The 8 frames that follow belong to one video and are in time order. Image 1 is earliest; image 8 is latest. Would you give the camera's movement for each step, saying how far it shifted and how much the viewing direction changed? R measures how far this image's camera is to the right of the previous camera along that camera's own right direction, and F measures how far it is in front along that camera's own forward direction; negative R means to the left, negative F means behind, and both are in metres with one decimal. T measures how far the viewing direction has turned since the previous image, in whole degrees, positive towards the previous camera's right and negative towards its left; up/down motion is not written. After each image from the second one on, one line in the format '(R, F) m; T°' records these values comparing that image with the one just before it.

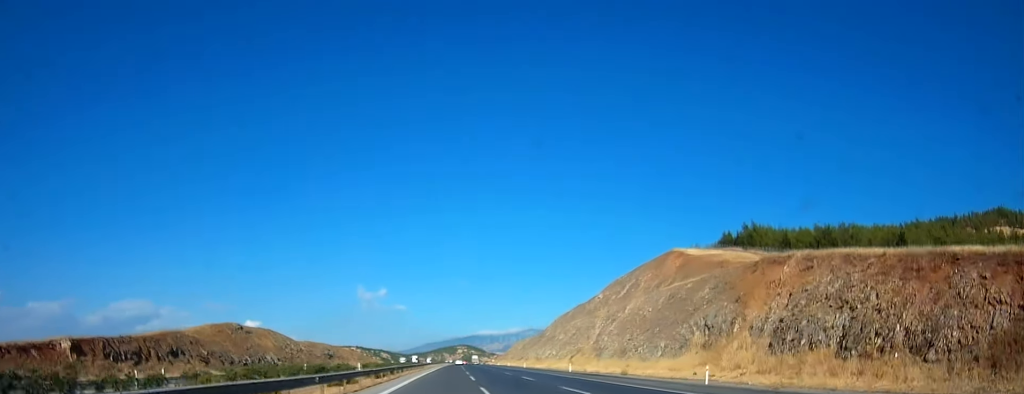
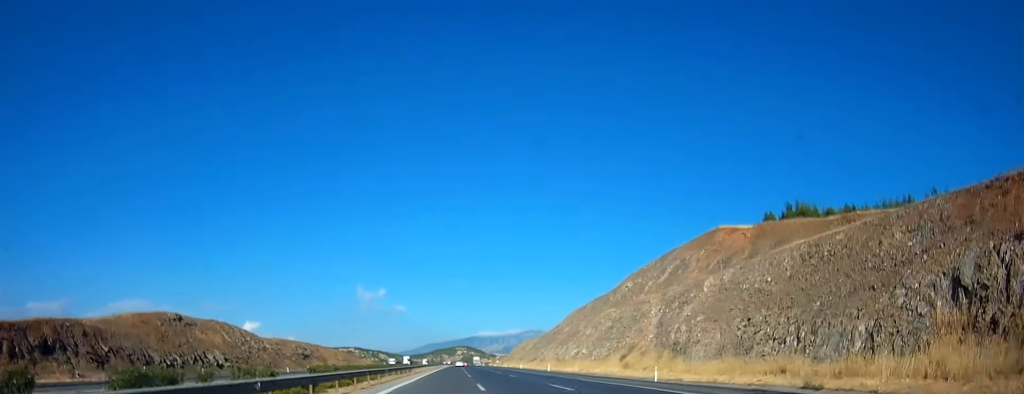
(+0.1, +29.4) m; 0°
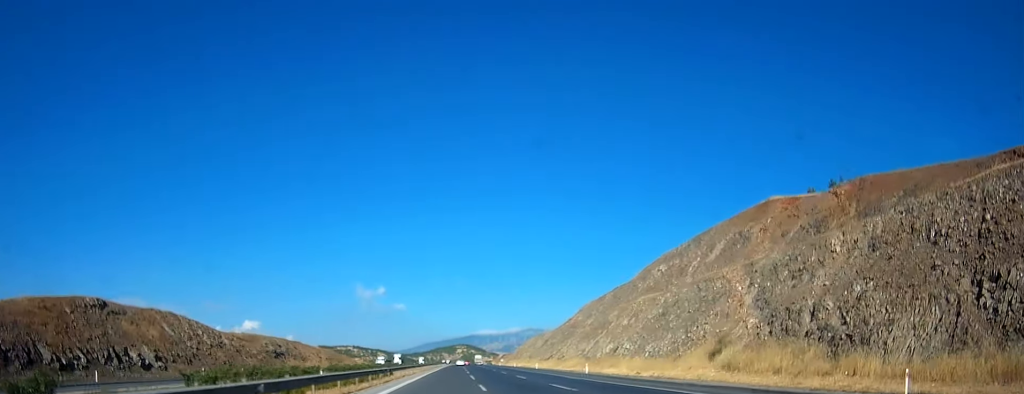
(0.0, +23.9) m; 0°
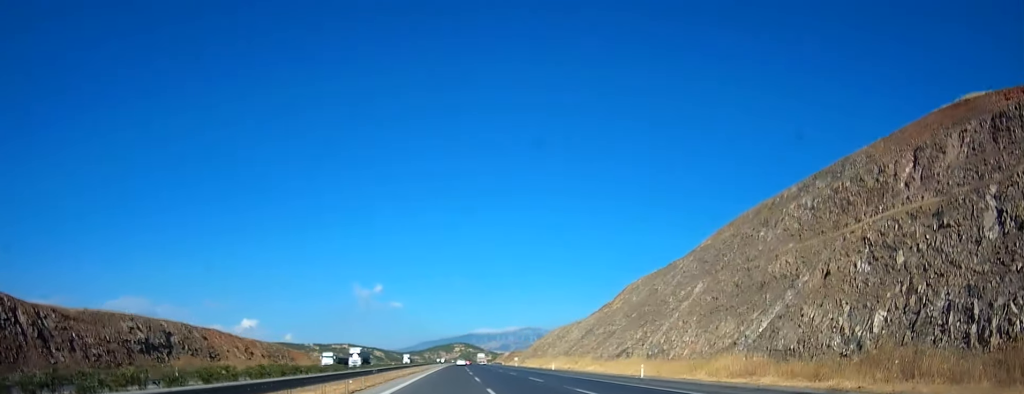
(+0.3, +55.3) m; 0°
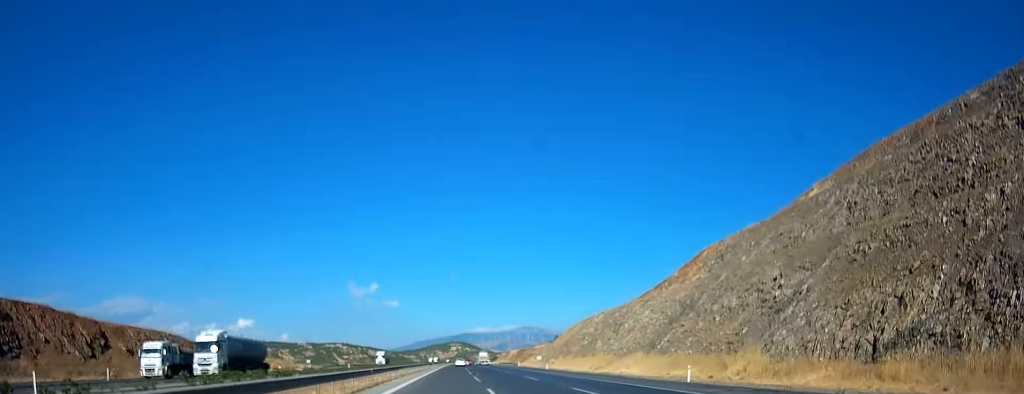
(0.0, +49.1) m; 0°
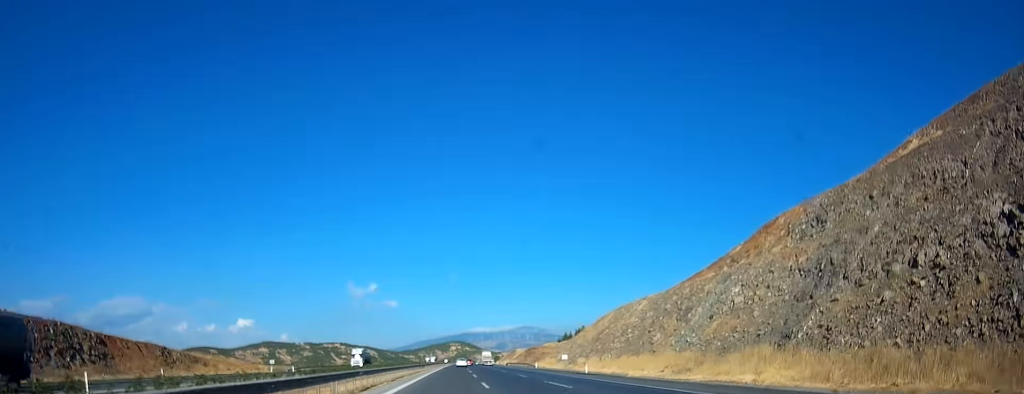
(0.0, +26.3) m; 0°
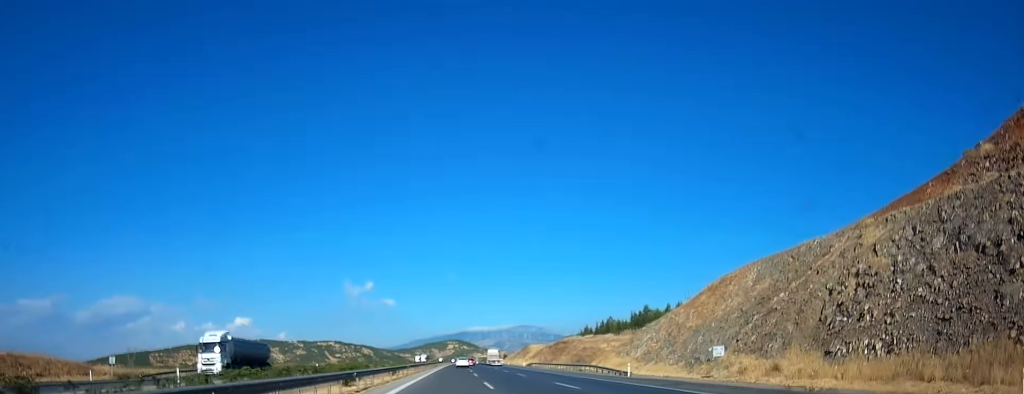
(-0.1, +51.7) m; 0°
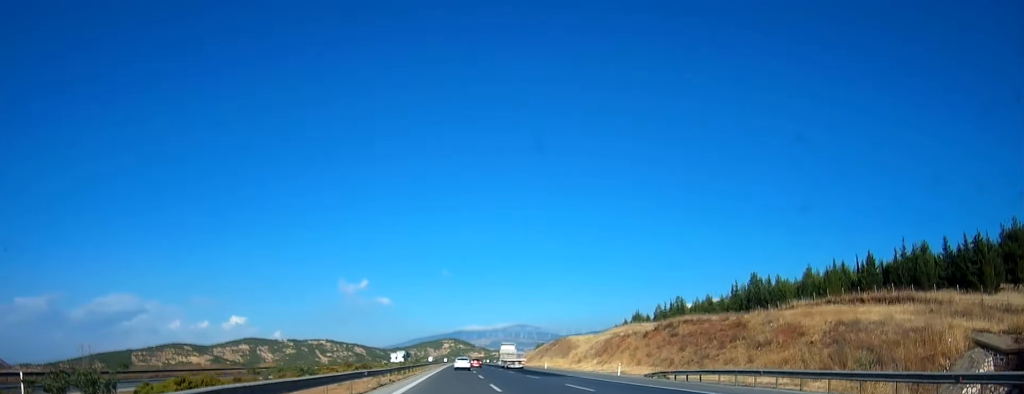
(+0.9, +72.1) m; +1°
